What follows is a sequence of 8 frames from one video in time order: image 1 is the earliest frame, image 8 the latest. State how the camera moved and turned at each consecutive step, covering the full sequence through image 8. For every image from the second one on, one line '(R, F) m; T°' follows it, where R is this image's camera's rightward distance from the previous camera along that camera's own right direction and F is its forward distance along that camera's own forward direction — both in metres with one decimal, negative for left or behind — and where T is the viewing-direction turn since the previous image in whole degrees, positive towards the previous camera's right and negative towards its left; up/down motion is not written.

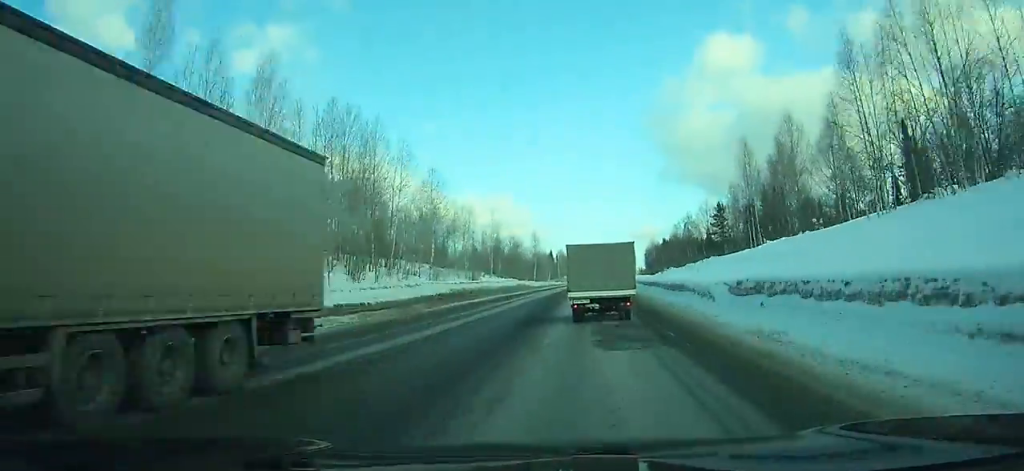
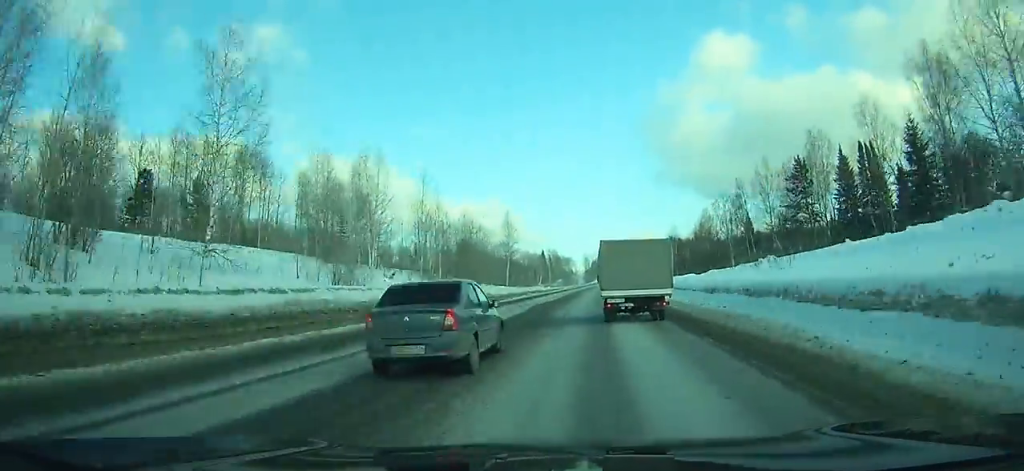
(+0.1, +45.7) m; 0°
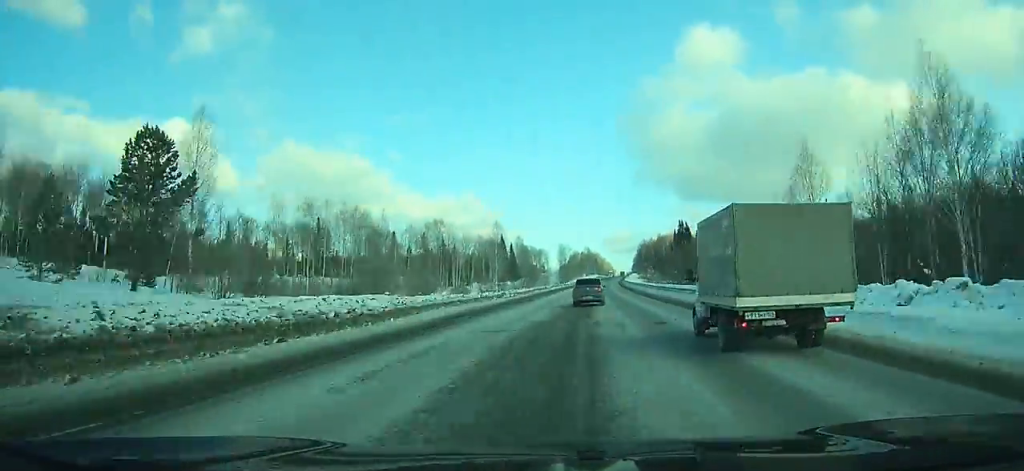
(+0.9, +97.6) m; +2°
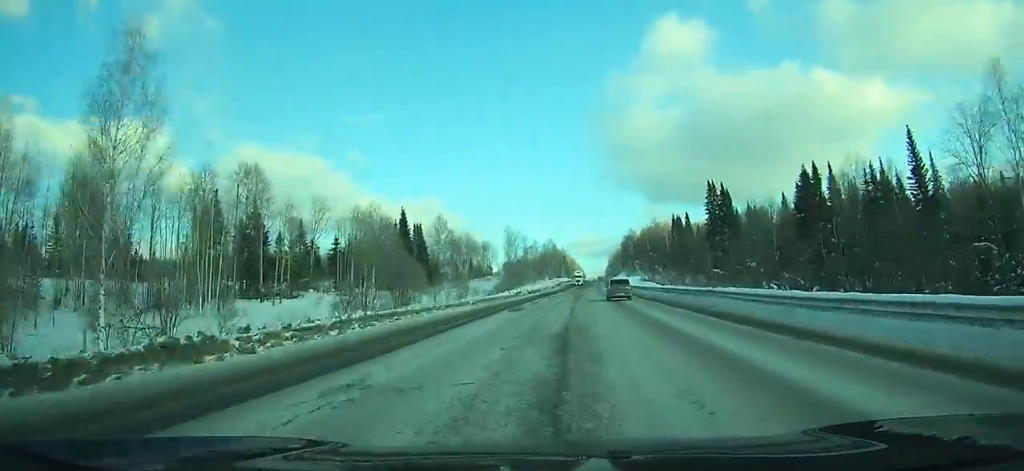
(+3.3, +101.2) m; +4°
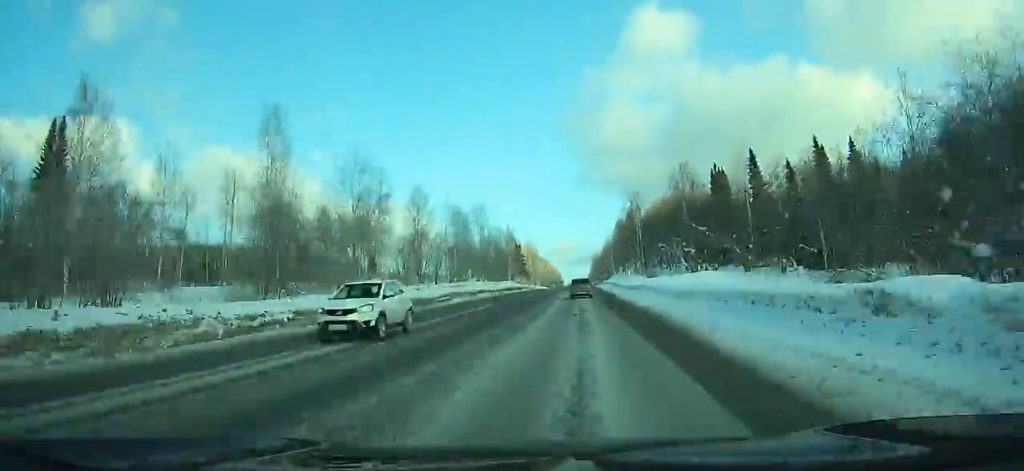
(+3.2, +116.5) m; +2°
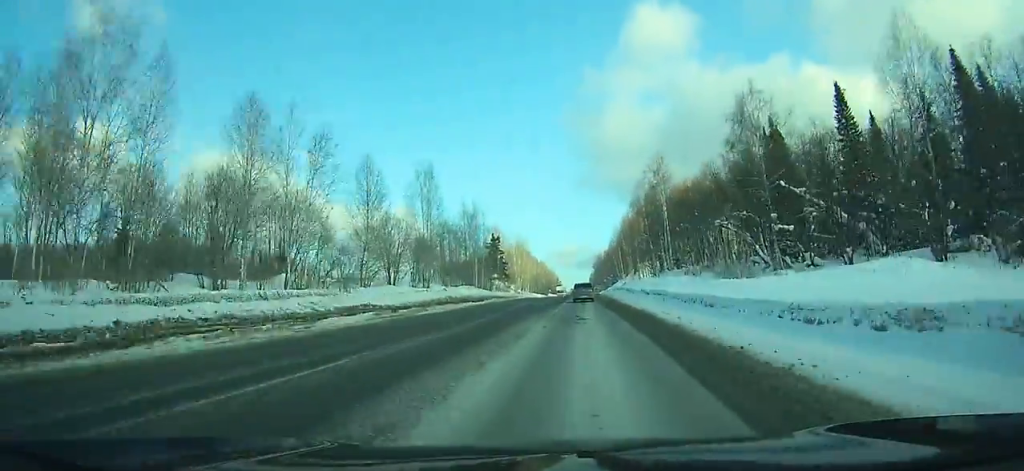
(-0.3, +42.9) m; 0°
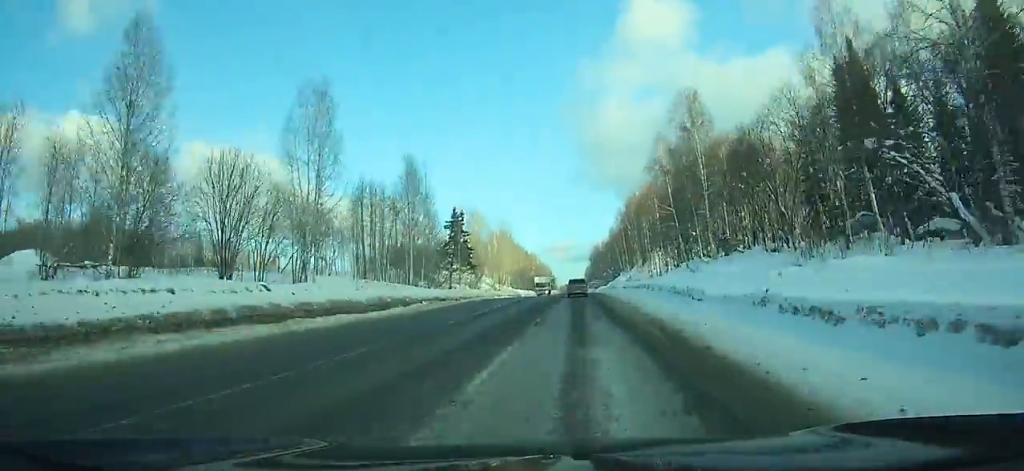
(-0.1, +33.3) m; 0°
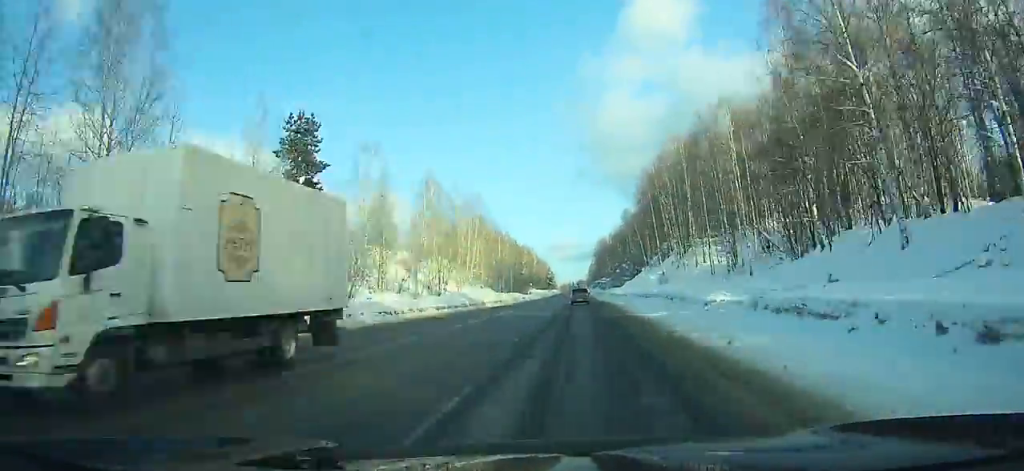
(-0.1, +53.4) m; 0°
